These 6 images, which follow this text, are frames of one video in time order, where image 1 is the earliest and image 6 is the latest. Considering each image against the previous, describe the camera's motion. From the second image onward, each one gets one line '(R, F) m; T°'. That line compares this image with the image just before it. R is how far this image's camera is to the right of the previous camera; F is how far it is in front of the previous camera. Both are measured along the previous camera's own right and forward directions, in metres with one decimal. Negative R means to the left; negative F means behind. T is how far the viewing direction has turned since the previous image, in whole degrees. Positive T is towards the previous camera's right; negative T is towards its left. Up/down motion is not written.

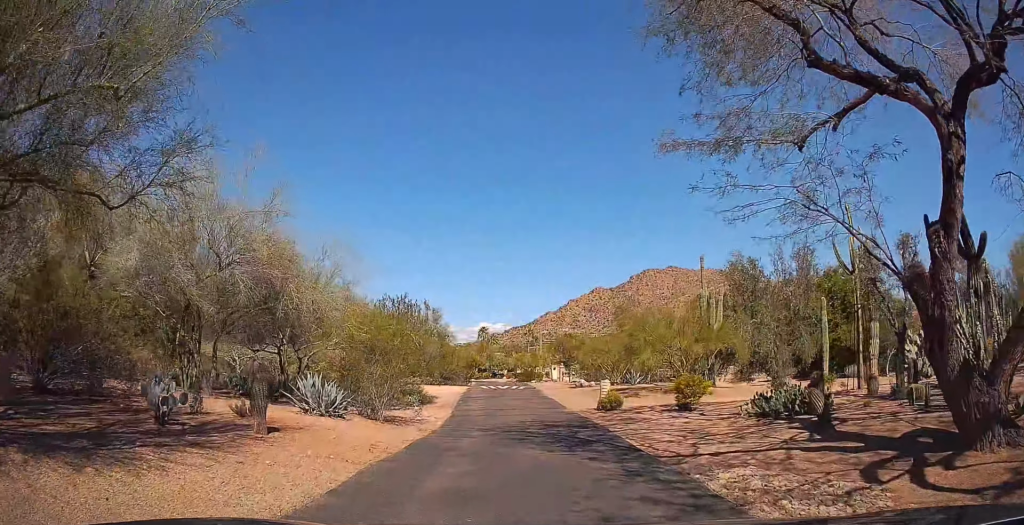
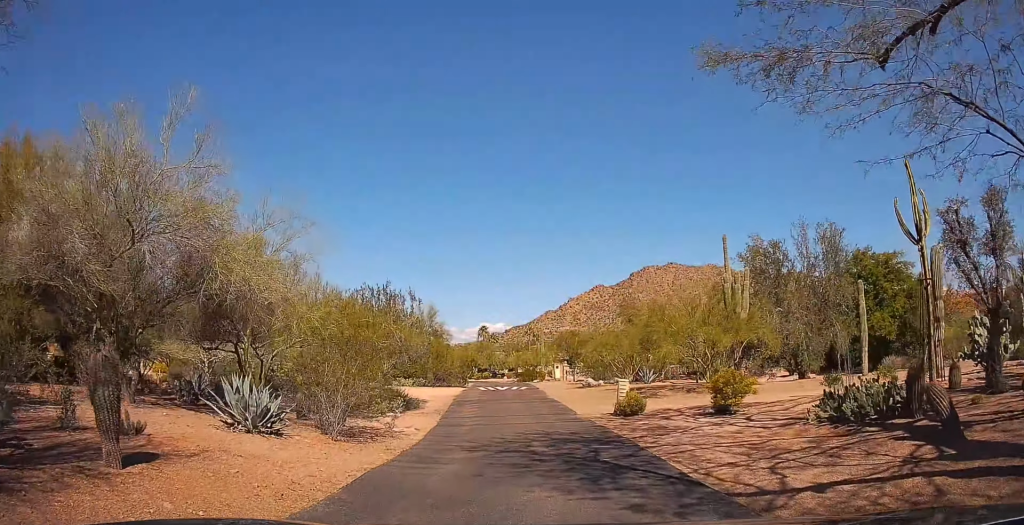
(0.0, +3.6) m; 0°
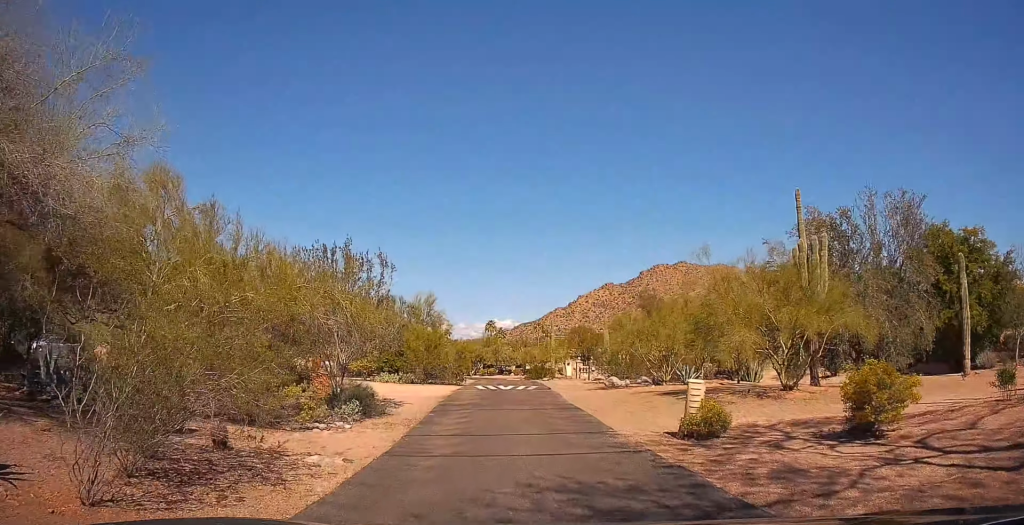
(0.0, +7.7) m; 0°
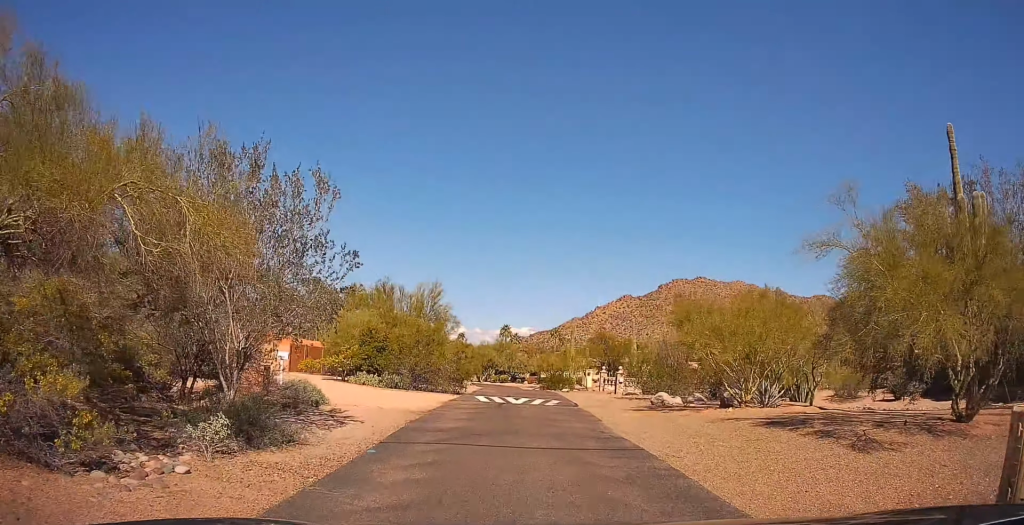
(0.0, +7.4) m; 0°
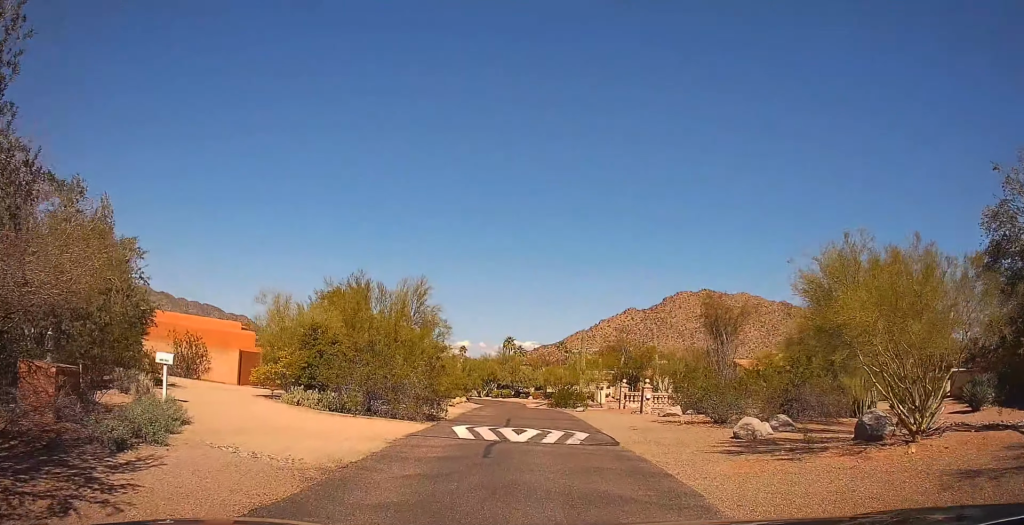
(0.0, +7.4) m; -2°
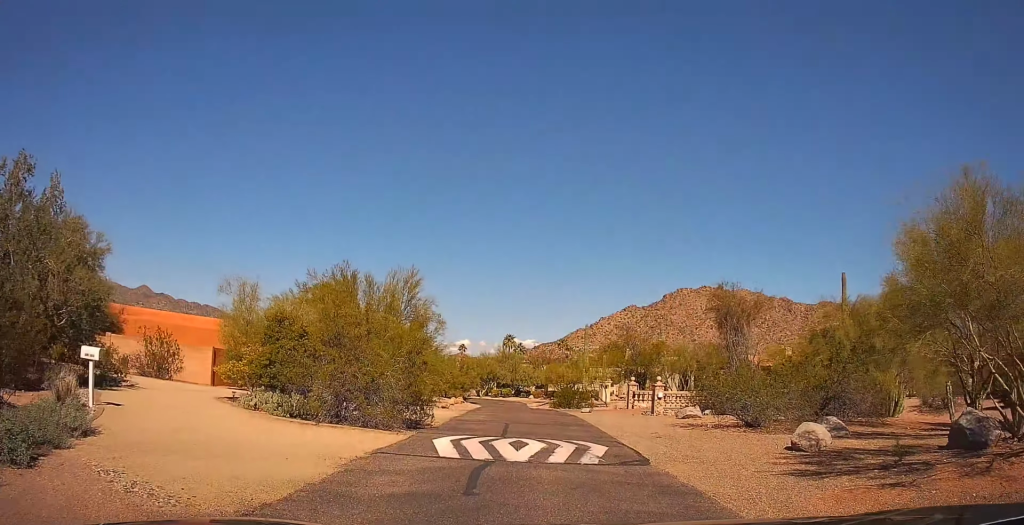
(0.0, +2.9) m; -3°
